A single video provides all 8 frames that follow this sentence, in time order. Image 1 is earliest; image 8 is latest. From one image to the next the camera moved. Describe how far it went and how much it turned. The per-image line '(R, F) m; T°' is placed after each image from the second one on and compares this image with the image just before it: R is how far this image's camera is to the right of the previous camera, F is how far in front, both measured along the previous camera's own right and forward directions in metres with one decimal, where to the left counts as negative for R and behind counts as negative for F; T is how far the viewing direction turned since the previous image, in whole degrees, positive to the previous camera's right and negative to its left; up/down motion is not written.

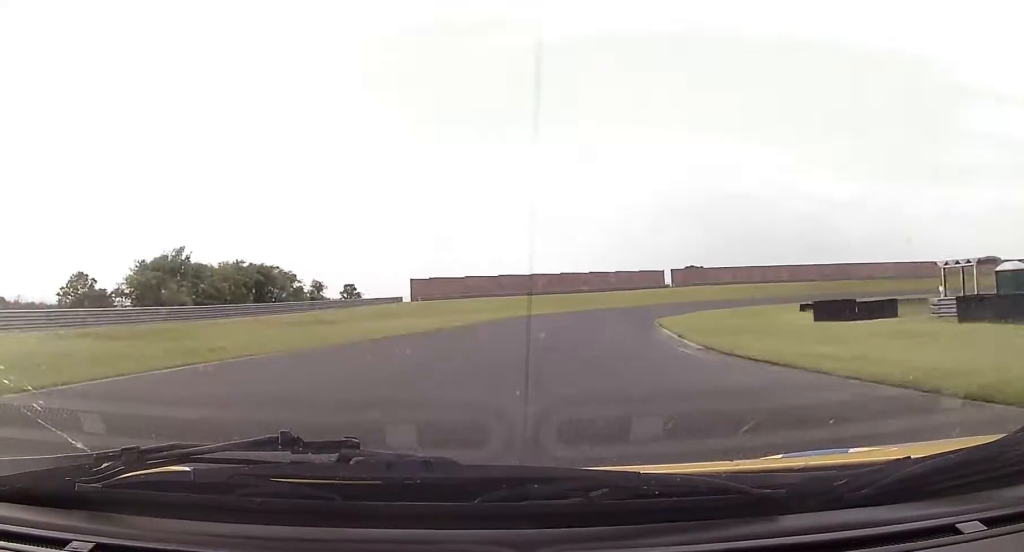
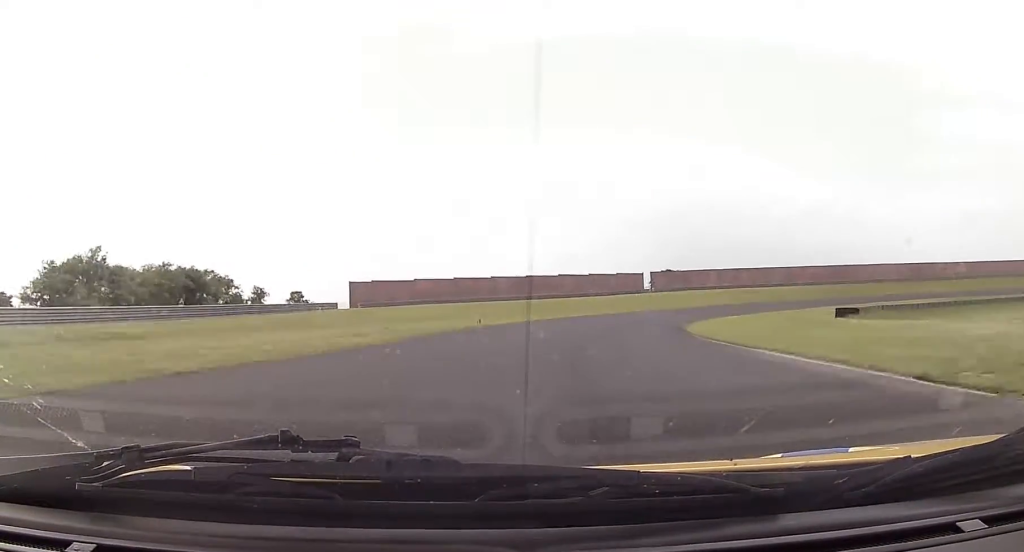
(-0.4, +20.7) m; +1°
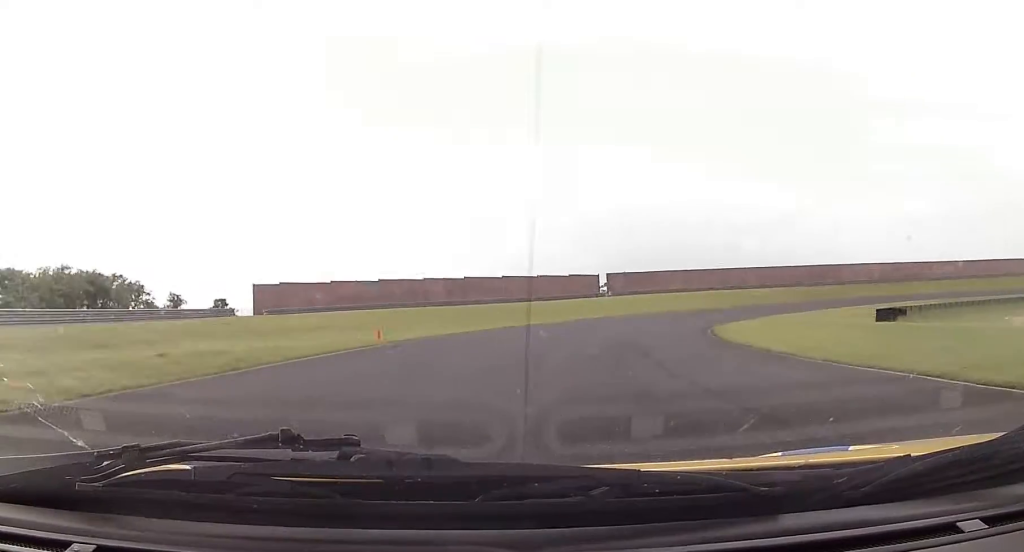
(+0.7, +18.7) m; +5°
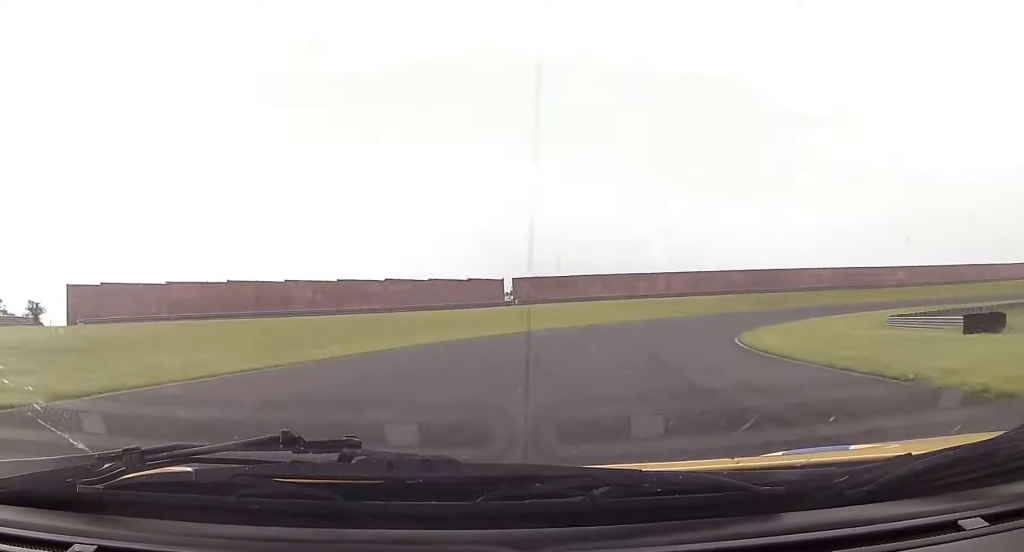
(+0.8, +22.3) m; +8°
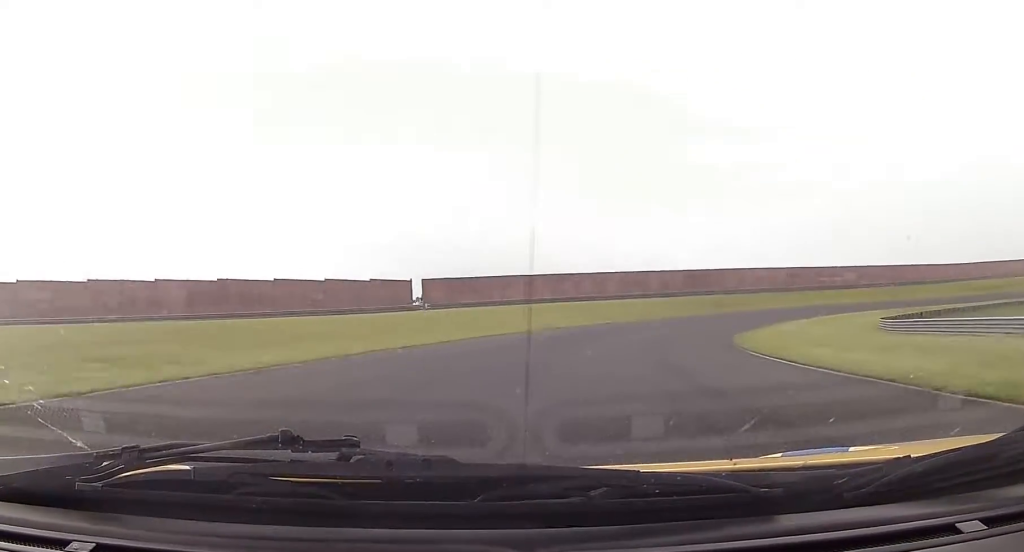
(+0.7, +12.6) m; +6°
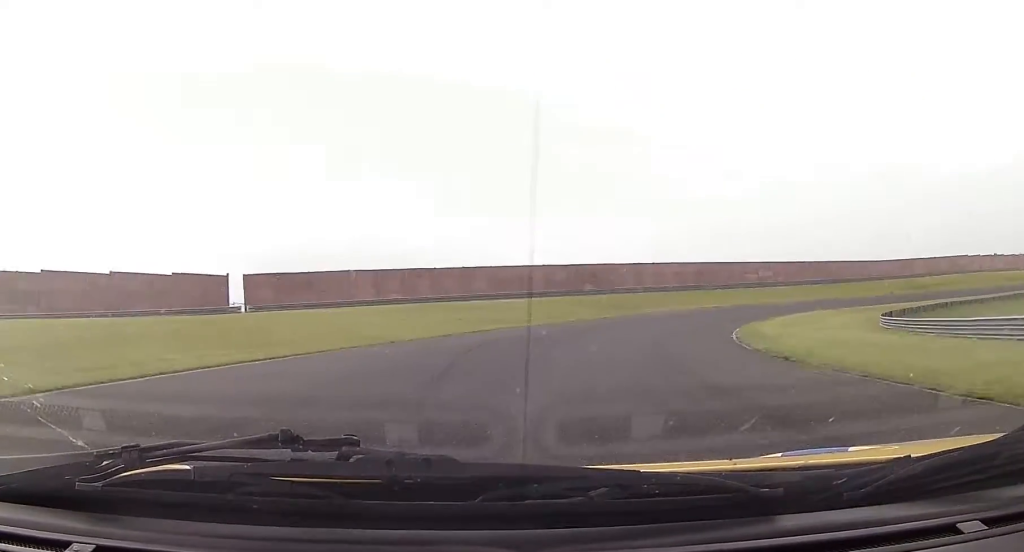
(+1.9, +20.5) m; +11°
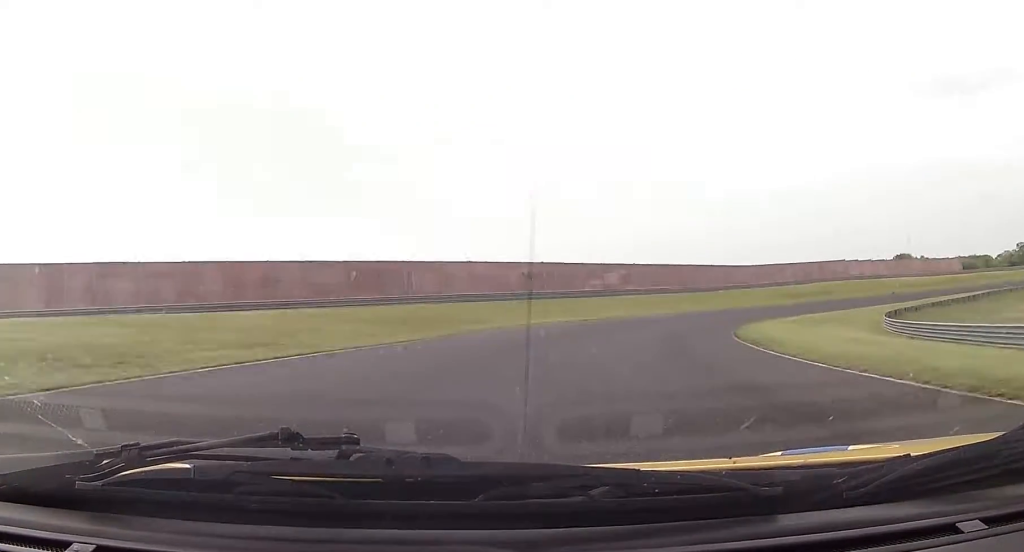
(+4.4, +29.6) m; +17°
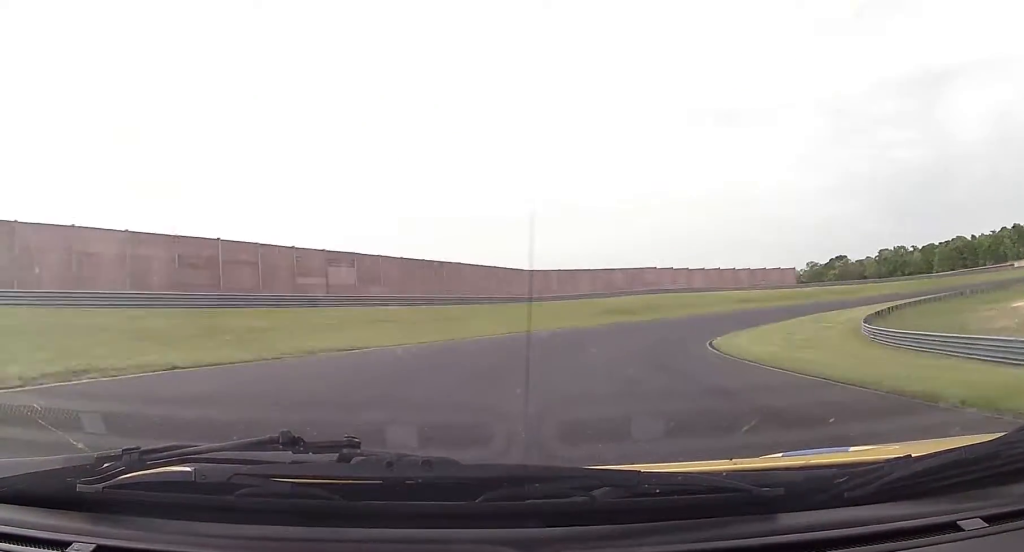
(+6.0, +33.8) m; +20°
